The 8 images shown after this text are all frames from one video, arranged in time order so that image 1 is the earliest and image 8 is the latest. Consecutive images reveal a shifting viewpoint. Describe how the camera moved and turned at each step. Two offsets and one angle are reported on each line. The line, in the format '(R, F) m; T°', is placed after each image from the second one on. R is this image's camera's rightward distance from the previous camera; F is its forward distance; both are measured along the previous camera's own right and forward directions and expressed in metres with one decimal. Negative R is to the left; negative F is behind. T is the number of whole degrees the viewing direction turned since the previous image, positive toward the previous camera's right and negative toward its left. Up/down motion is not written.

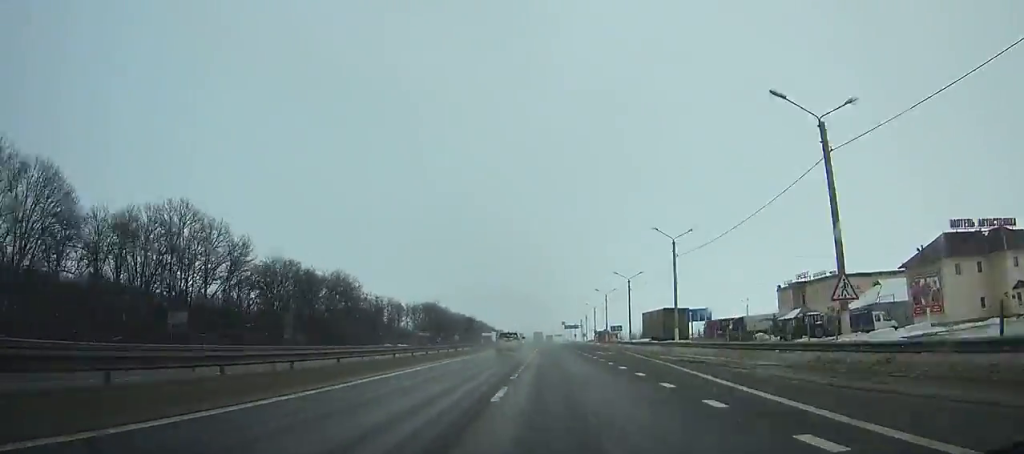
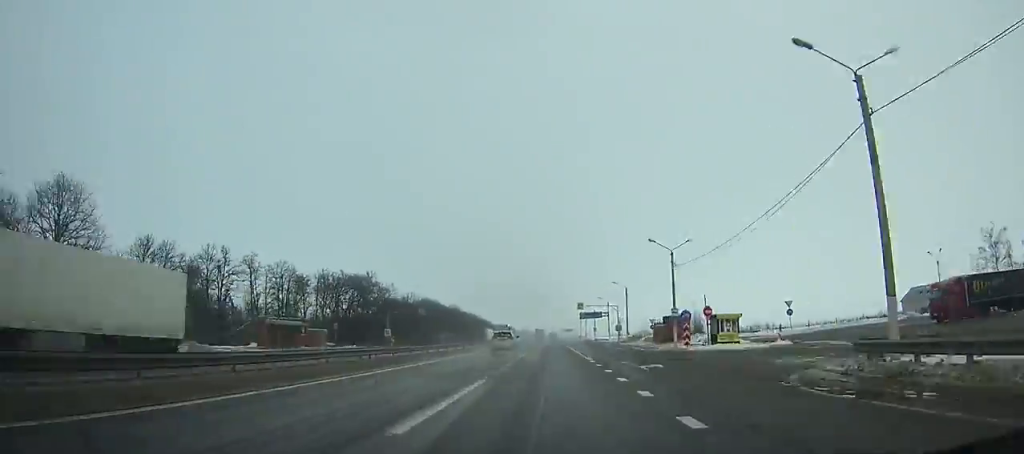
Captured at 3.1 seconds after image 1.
(-0.4, +79.9) m; -1°
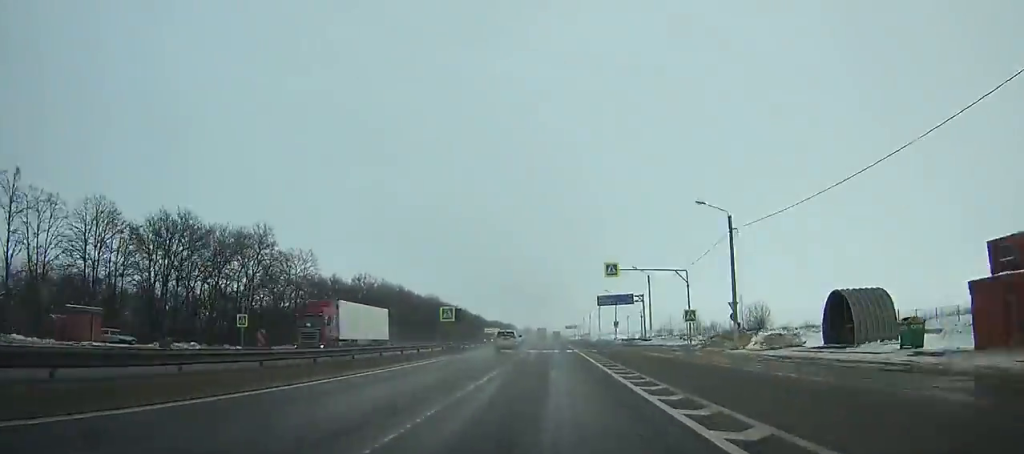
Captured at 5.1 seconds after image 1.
(-0.1, +51.0) m; 0°
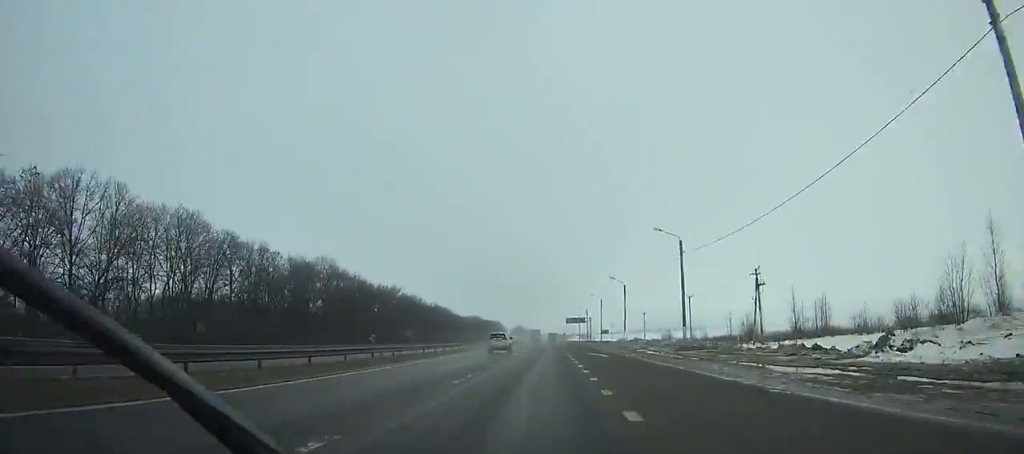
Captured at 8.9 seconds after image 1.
(0.0, +96.3) m; 0°
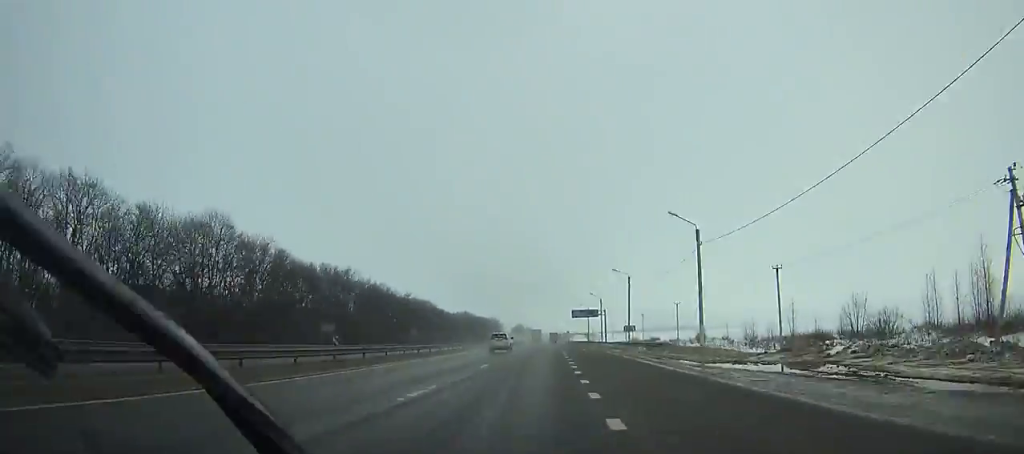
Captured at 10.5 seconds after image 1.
(-0.1, +40.5) m; 0°
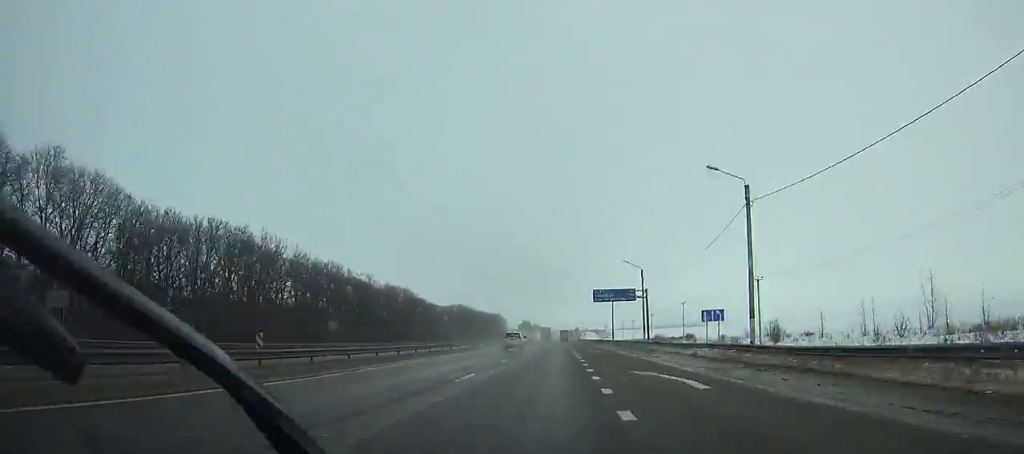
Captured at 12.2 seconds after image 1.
(-0.1, +43.0) m; 0°
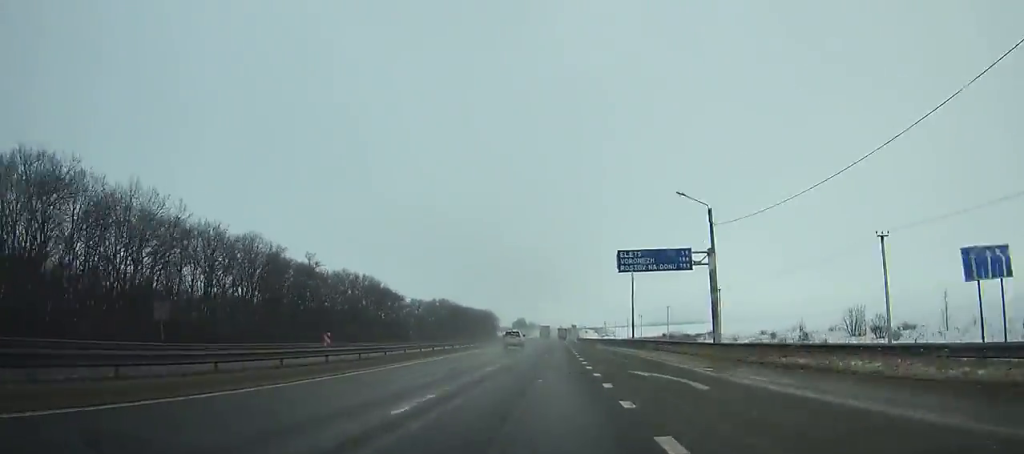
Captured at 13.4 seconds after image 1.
(0.0, +30.4) m; 0°
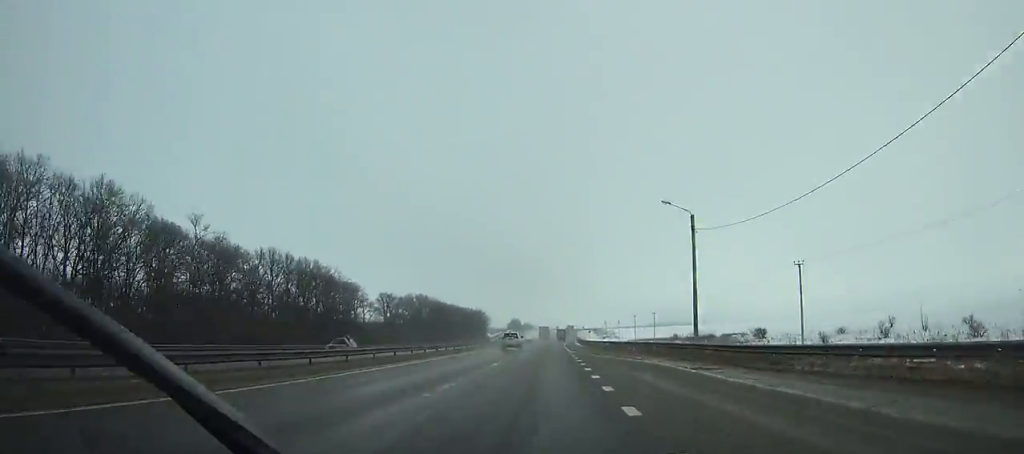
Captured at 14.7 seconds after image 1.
(0.0, +33.0) m; 0°
